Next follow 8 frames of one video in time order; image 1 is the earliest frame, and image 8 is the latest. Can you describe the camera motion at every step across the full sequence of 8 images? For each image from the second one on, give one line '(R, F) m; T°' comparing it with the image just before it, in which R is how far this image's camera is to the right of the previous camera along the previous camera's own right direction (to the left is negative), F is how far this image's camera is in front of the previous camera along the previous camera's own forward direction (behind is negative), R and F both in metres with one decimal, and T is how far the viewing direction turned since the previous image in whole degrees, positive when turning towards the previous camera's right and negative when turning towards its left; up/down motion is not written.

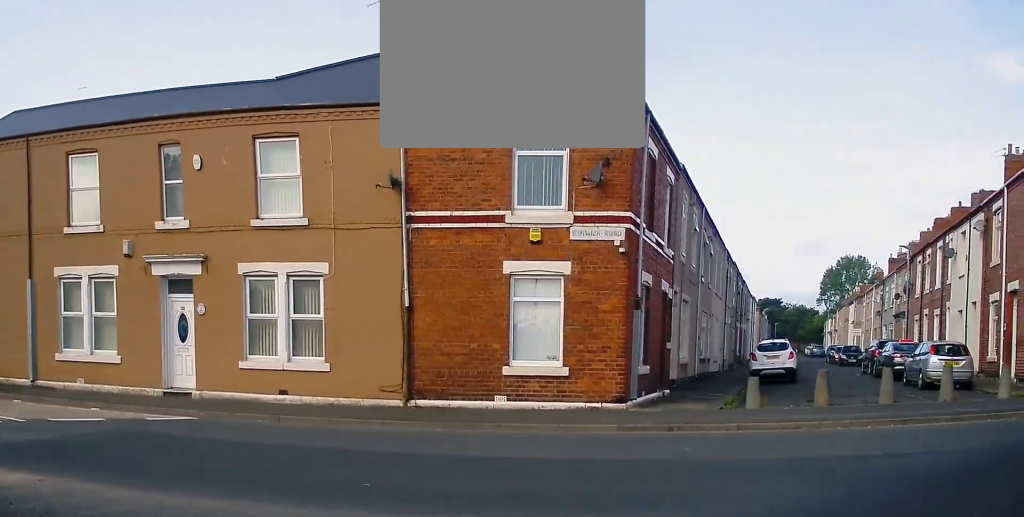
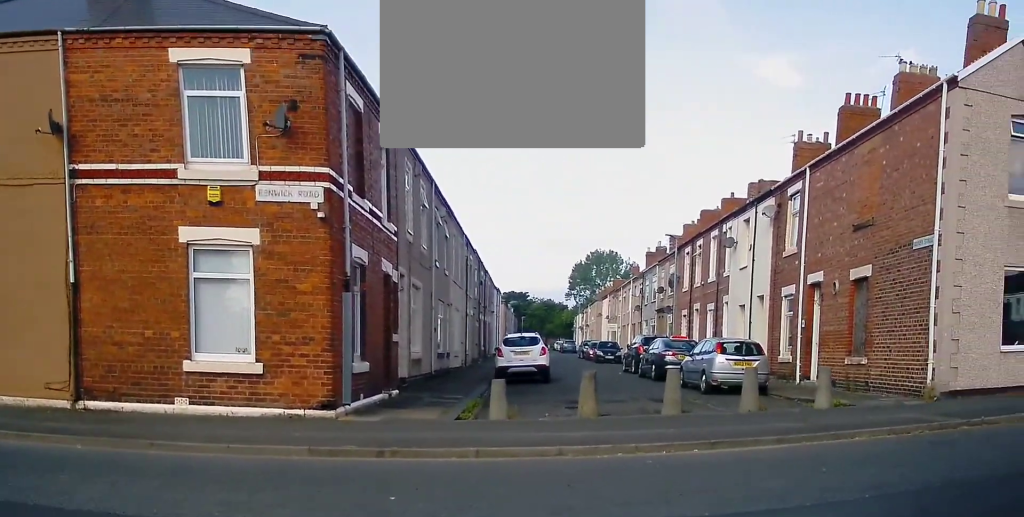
(+0.4, +3.4) m; +17°
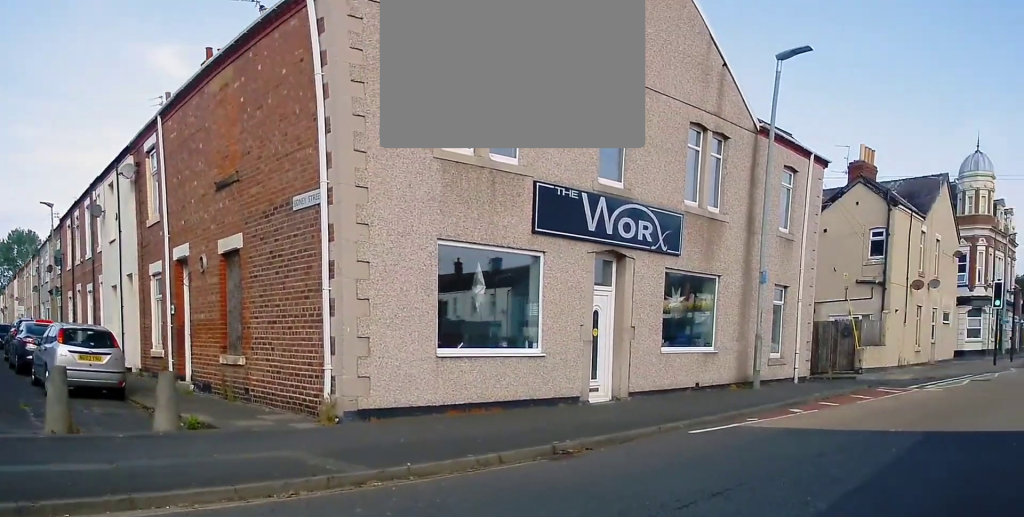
(+1.2, +4.6) m; +40°
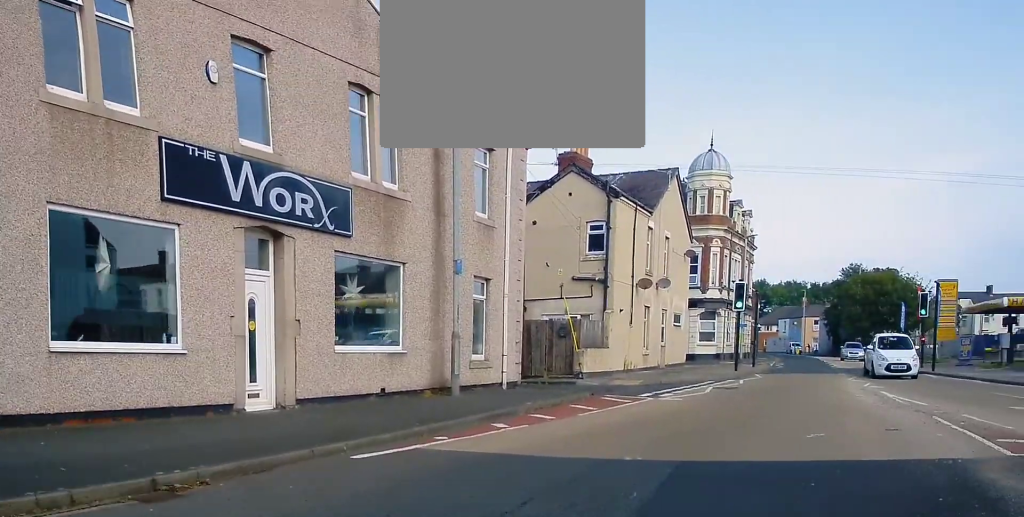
(+0.7, +2.4) m; +17°
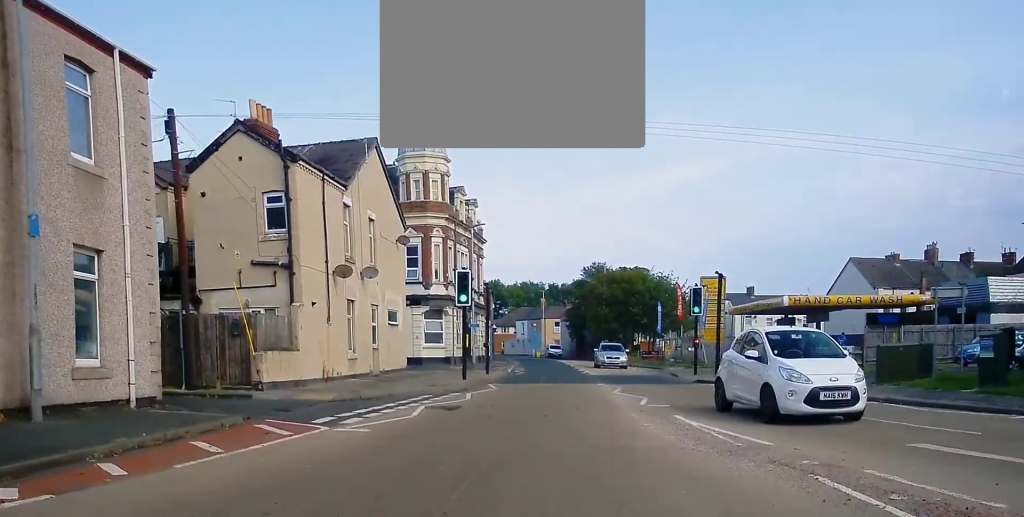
(+1.0, +5.4) m; +13°
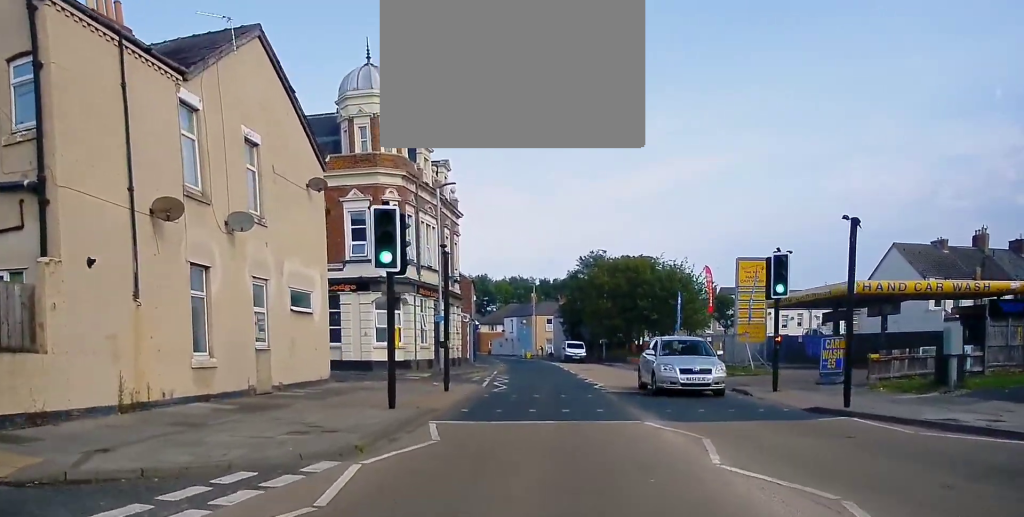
(+0.9, +10.7) m; +7°
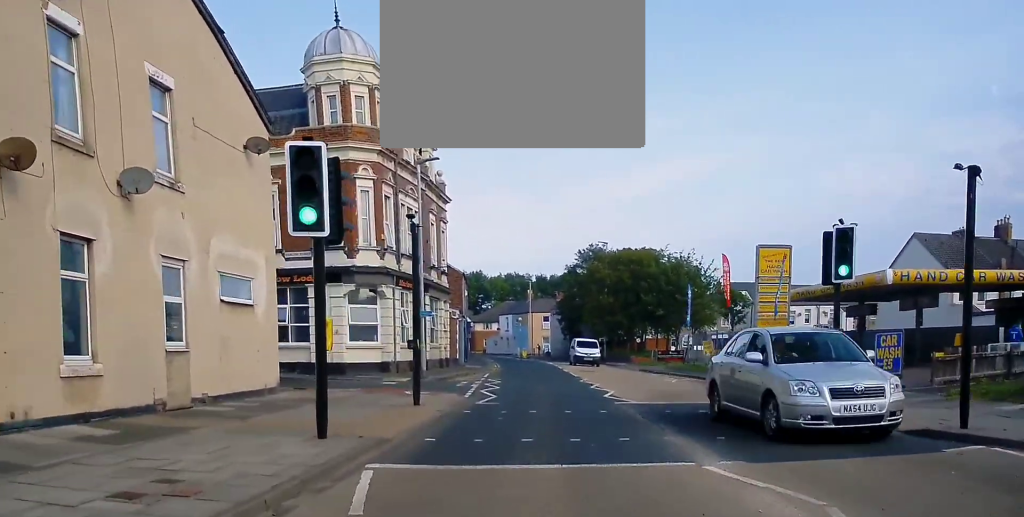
(-0.1, +4.6) m; -2°
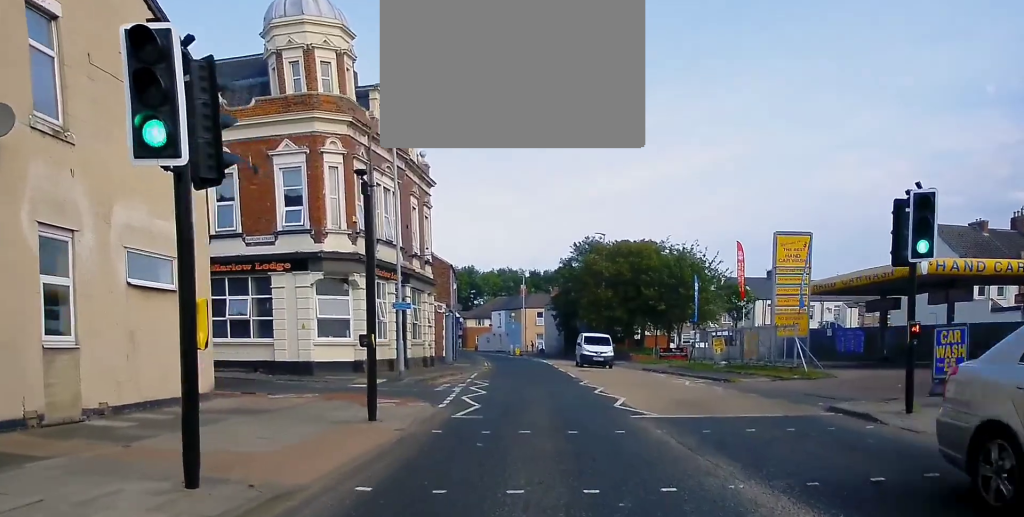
(-0.1, +3.6) m; -1°
